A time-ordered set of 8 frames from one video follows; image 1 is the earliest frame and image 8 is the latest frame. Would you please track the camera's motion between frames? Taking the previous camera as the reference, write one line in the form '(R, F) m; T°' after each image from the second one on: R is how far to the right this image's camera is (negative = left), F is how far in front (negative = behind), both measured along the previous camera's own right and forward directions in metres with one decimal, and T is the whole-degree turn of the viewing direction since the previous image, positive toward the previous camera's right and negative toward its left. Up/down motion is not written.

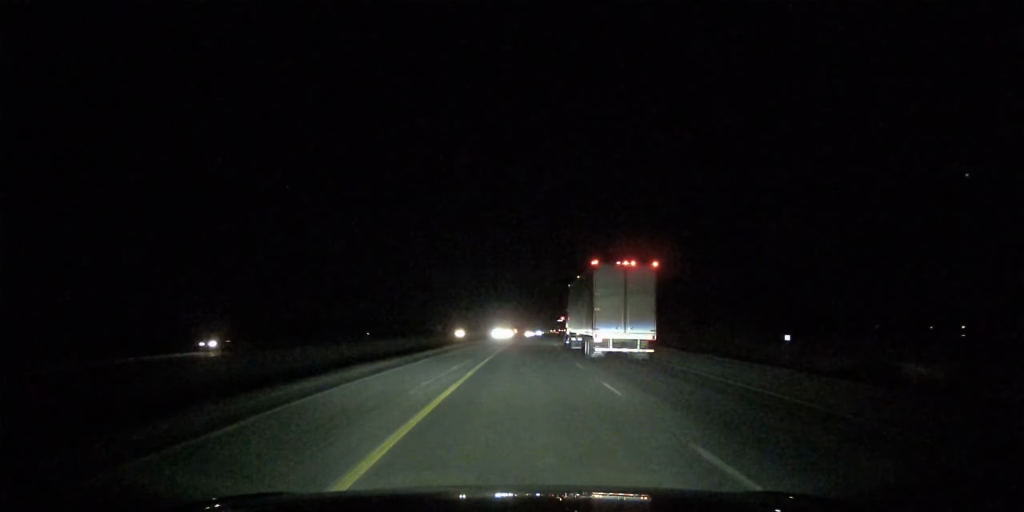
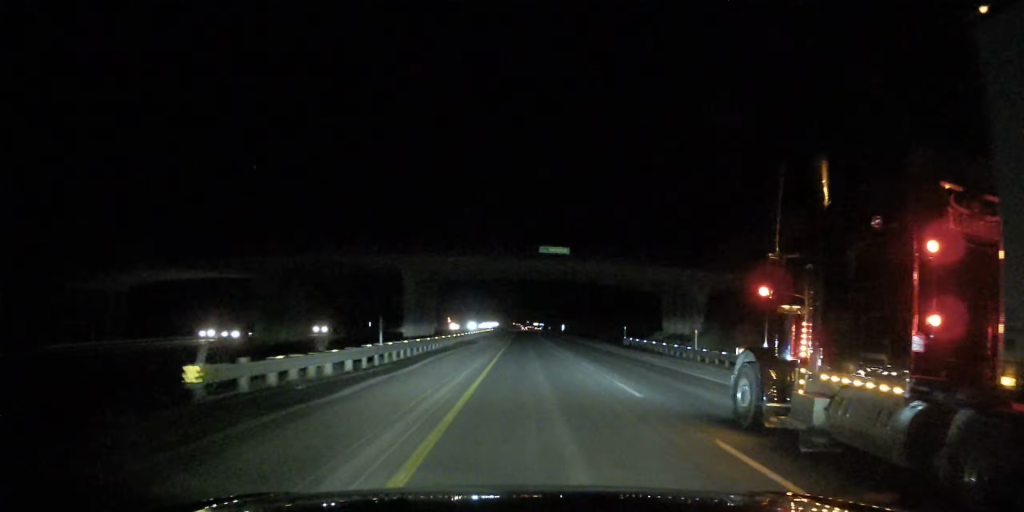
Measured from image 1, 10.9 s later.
(+23.4, +455.6) m; +5°
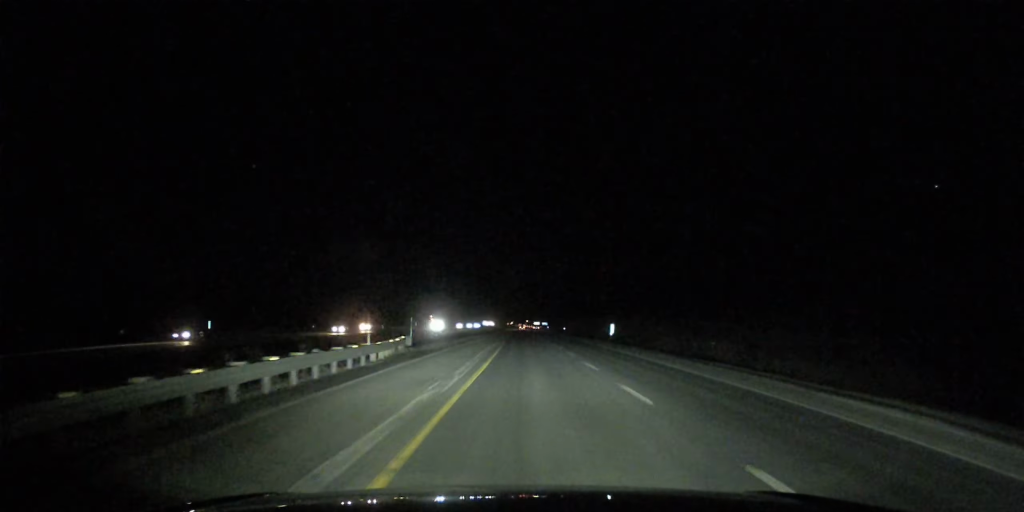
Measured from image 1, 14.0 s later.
(+0.4, +117.1) m; 0°
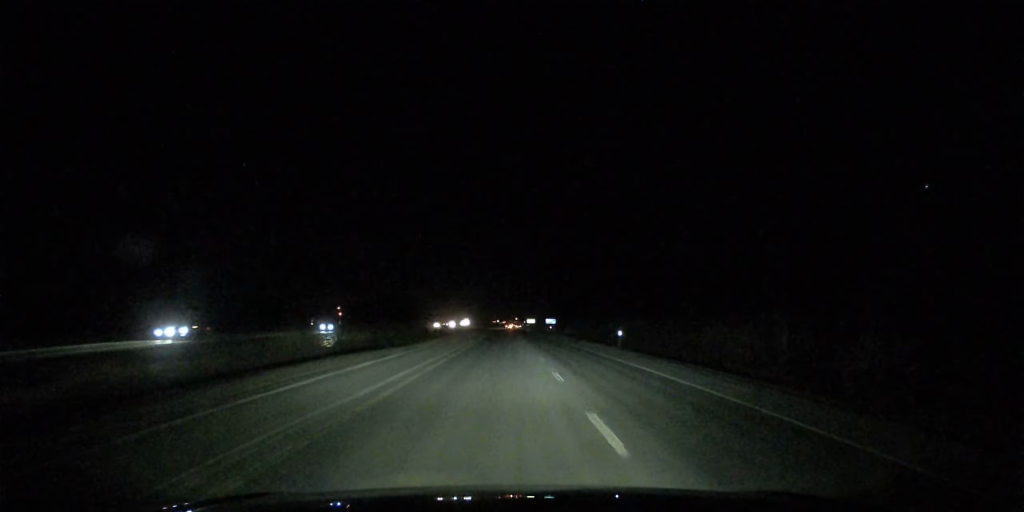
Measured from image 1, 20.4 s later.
(+1.6, +214.6) m; 0°
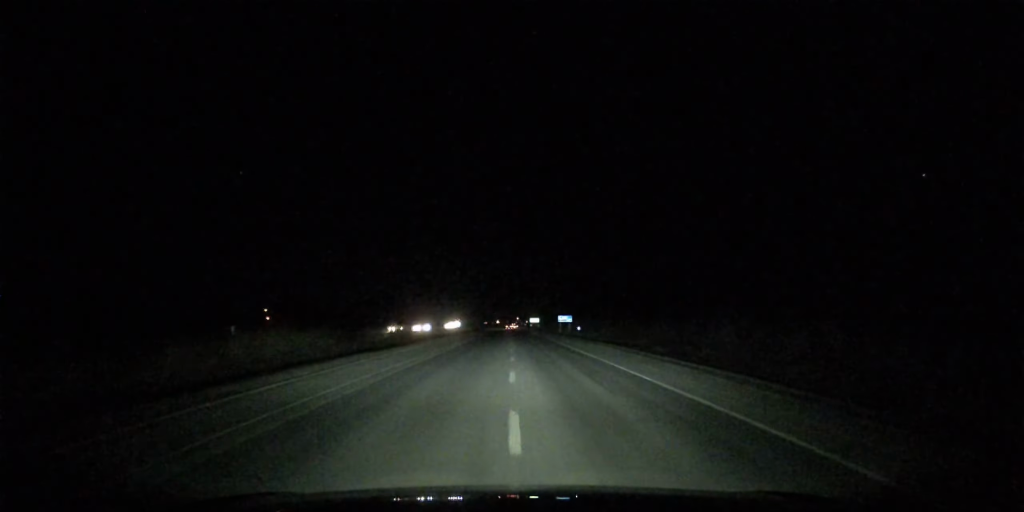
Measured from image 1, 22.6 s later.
(+0.7, +72.6) m; 0°
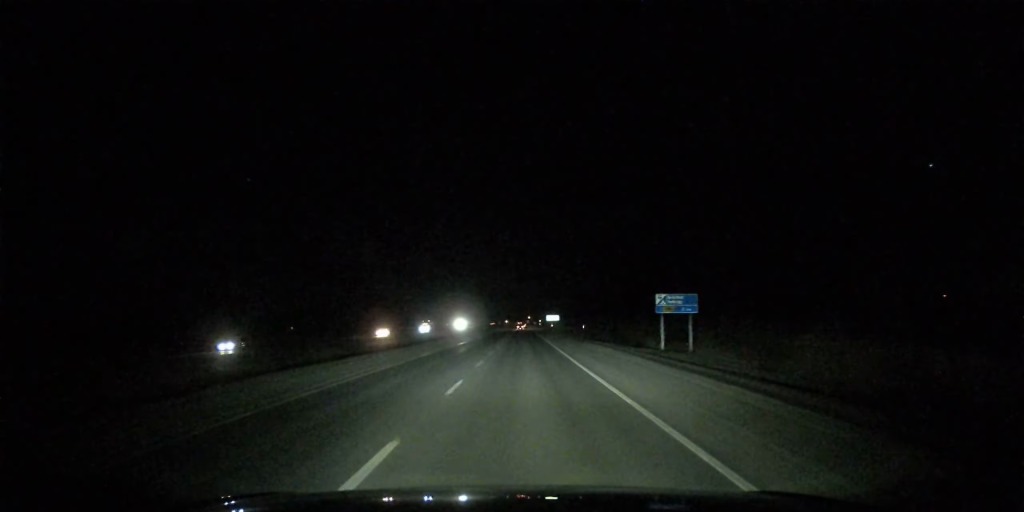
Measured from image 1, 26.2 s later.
(-0.8, +120.5) m; 0°
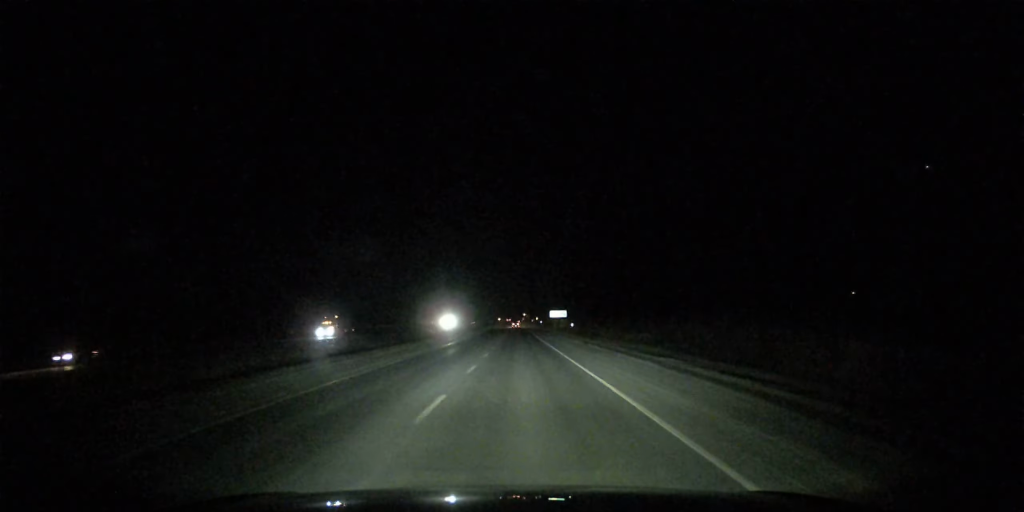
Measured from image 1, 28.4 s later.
(-0.2, +75.5) m; 0°
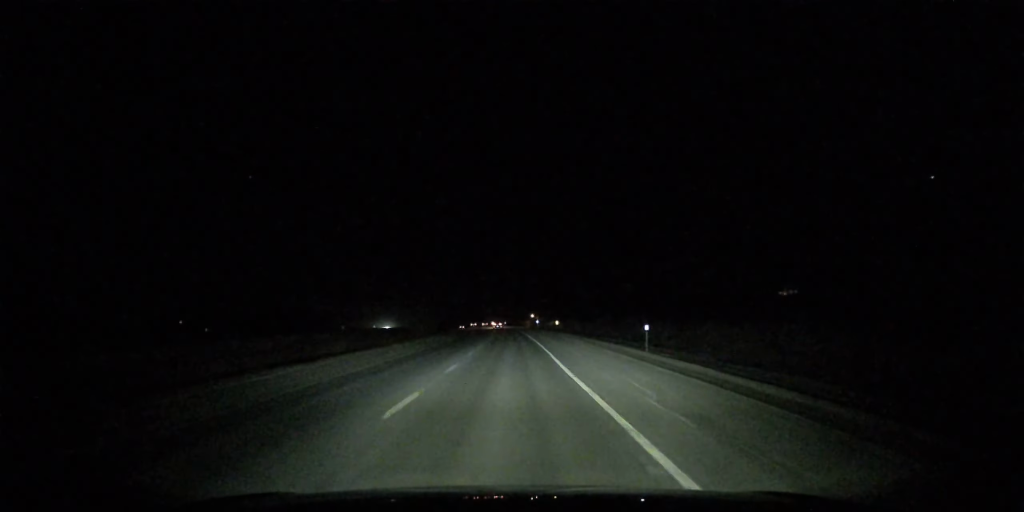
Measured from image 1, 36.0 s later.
(-1.1, +244.9) m; -2°
